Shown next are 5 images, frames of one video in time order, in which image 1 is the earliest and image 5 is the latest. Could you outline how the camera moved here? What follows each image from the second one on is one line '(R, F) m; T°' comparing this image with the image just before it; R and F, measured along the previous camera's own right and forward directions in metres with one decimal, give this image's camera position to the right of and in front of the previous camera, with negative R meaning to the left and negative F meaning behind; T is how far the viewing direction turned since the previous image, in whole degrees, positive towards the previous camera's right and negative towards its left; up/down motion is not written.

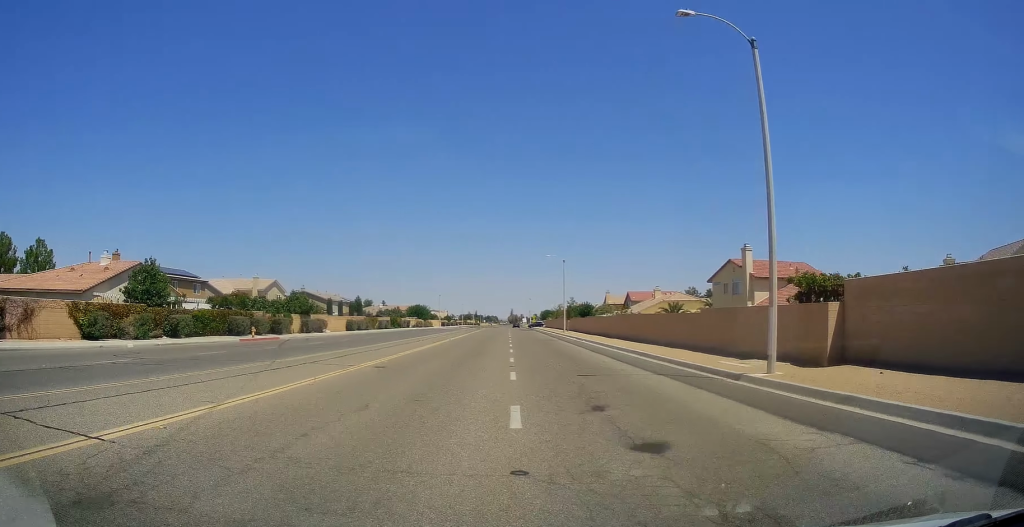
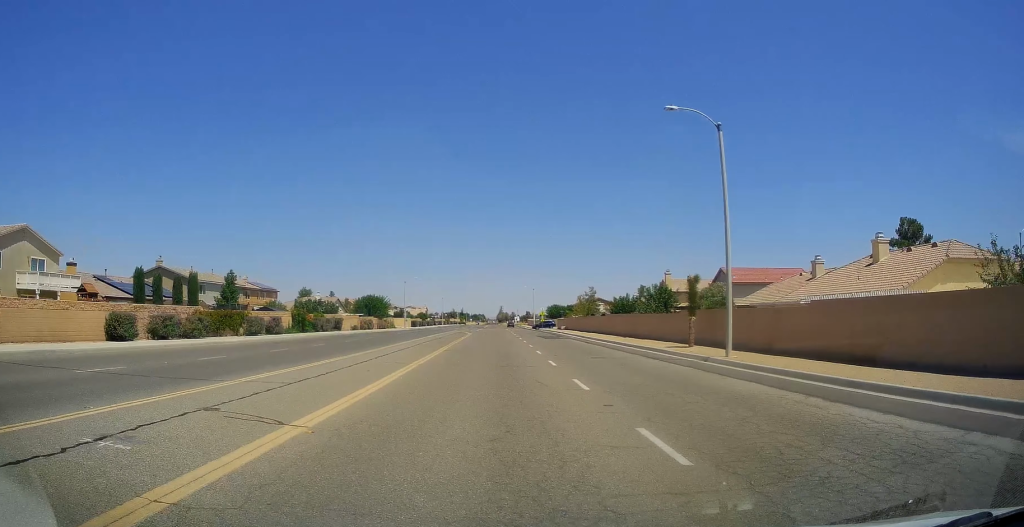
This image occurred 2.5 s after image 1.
(-0.5, +52.7) m; 0°
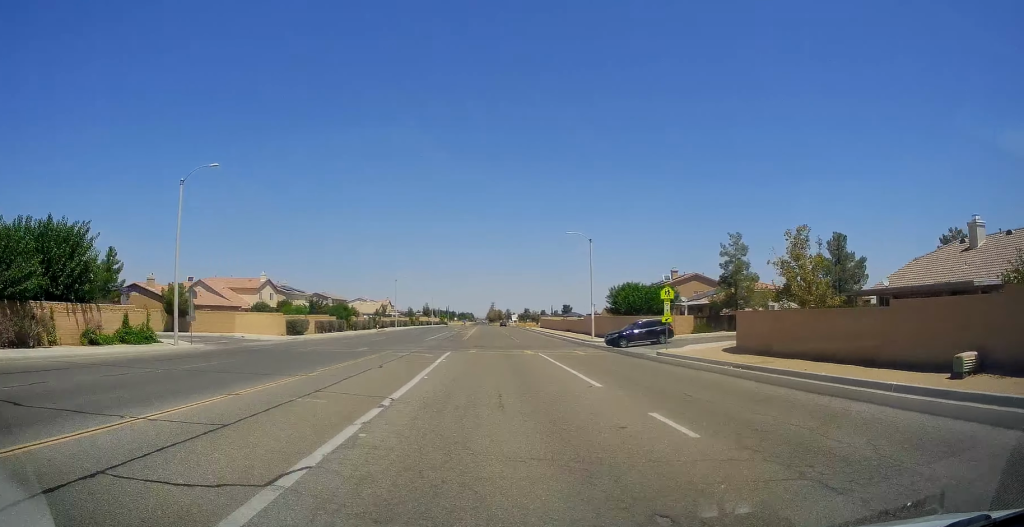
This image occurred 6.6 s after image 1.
(+0.5, +86.7) m; +1°
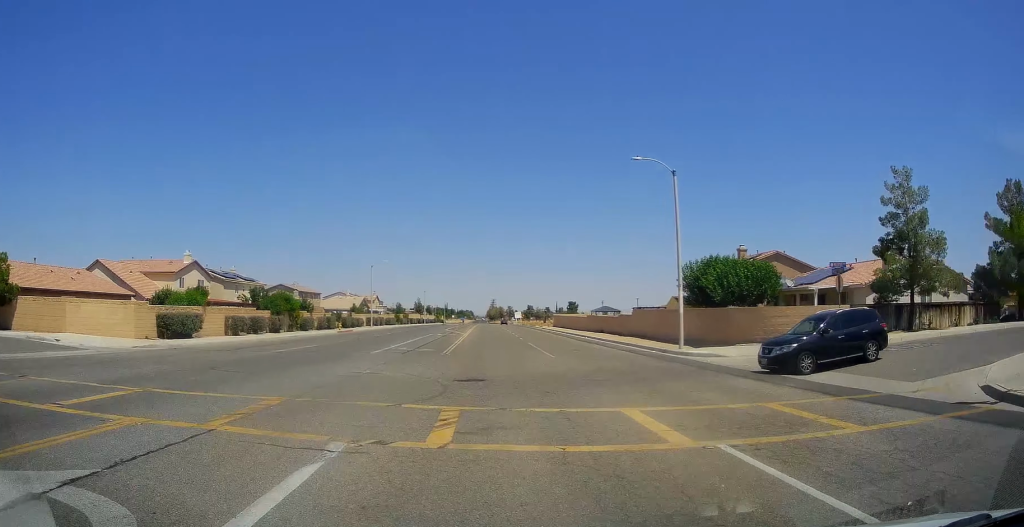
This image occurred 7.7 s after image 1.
(+0.2, +24.9) m; +1°
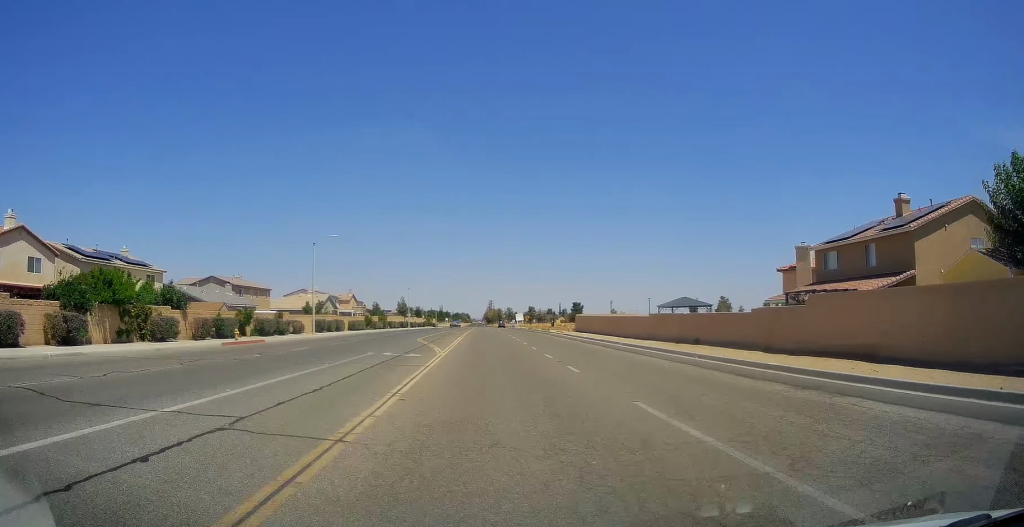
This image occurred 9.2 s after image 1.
(0.0, +30.7) m; 0°
